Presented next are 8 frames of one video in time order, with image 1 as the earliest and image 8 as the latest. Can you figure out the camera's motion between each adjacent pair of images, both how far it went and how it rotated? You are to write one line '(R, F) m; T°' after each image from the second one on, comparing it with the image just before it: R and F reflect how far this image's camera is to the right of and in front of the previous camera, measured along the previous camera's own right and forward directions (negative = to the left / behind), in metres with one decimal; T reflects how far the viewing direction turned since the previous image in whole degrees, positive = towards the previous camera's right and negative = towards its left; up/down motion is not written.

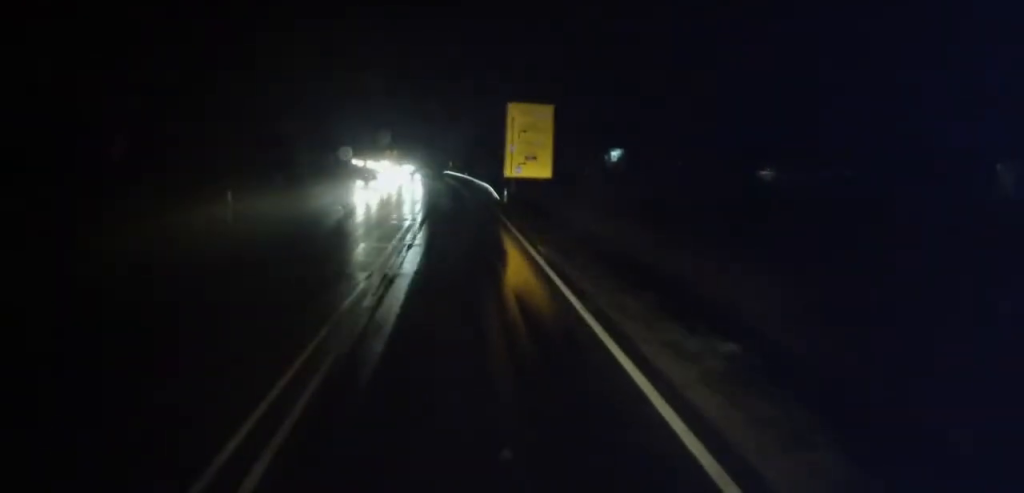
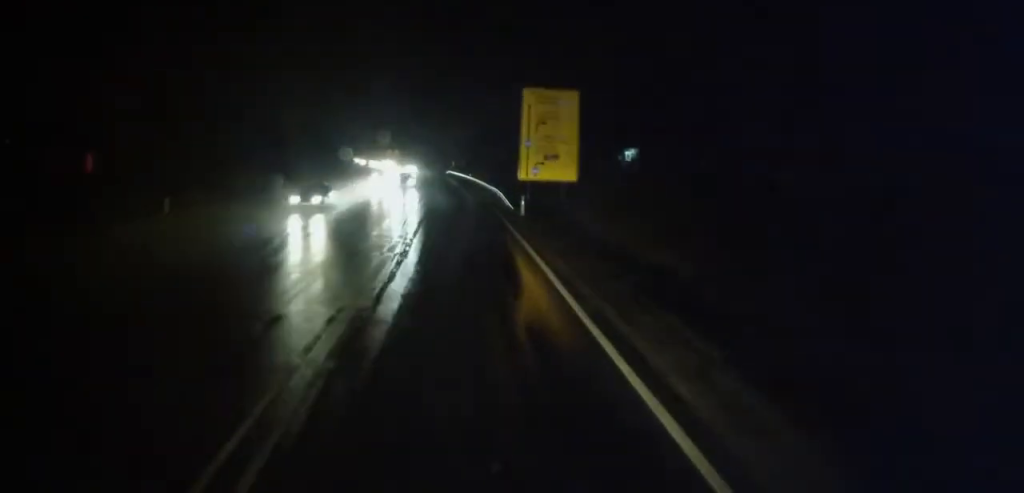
(0.0, +9.5) m; -1°
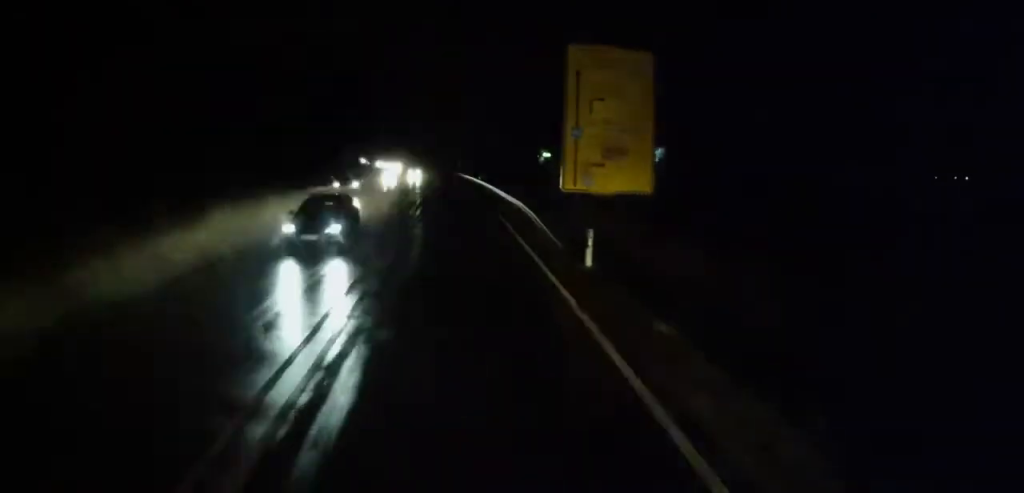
(-0.4, +14.6) m; -1°
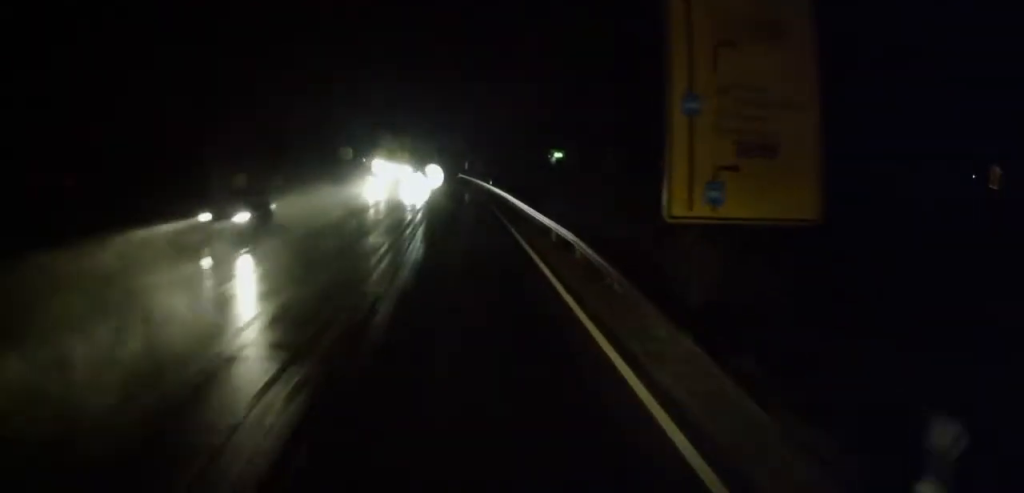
(+0.1, +11.7) m; +1°
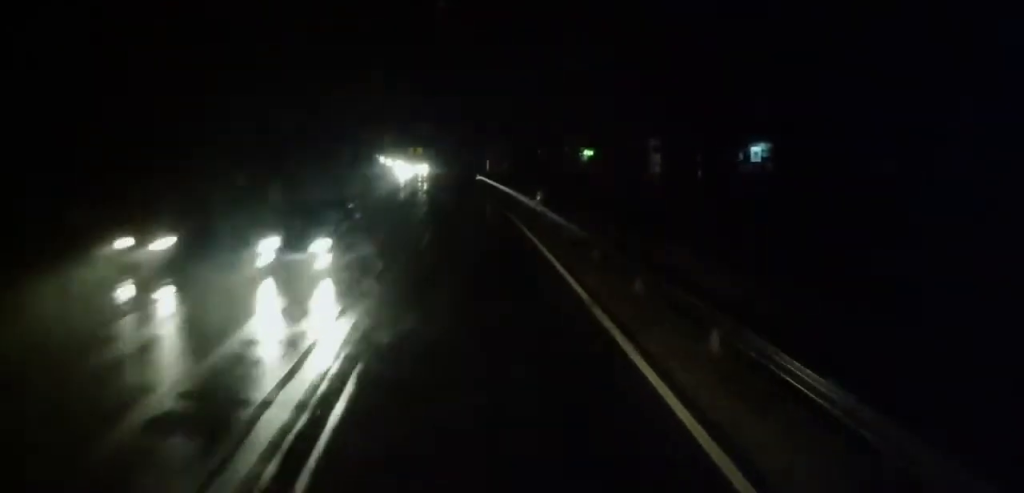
(+0.3, +24.5) m; -1°
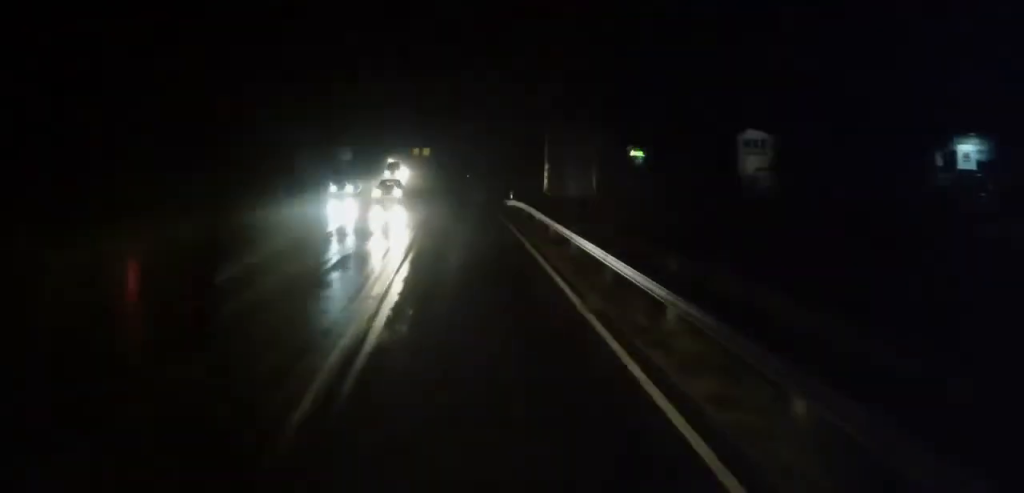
(-1.7, +42.5) m; -2°
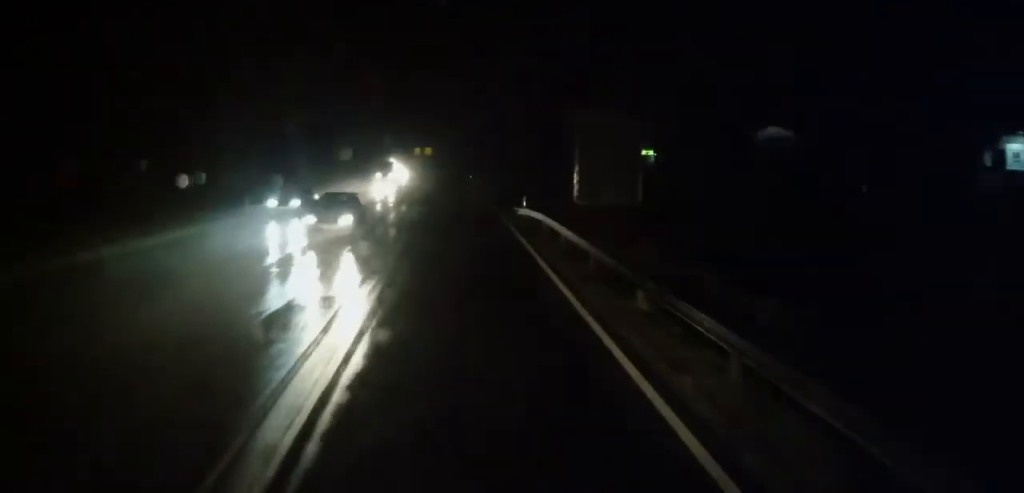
(0.0, +6.6) m; 0°
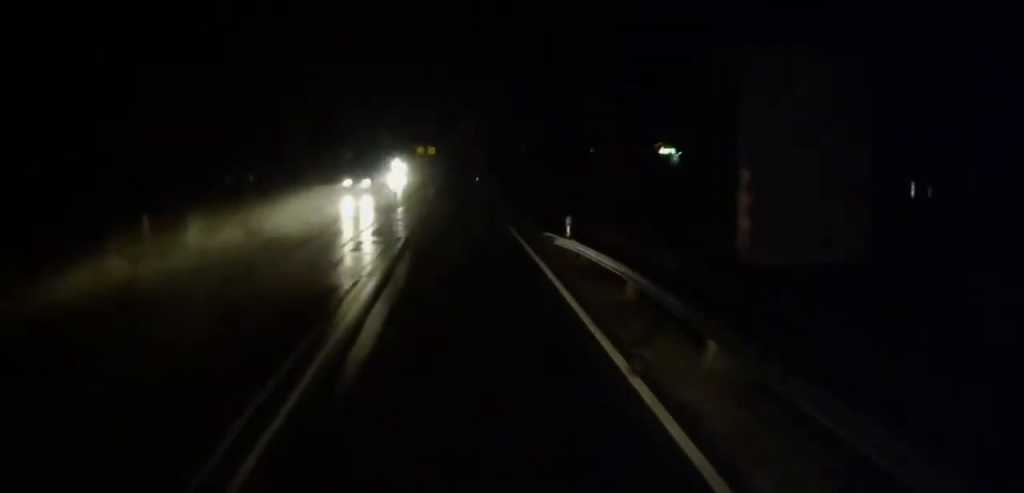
(-0.1, +11.5) m; -1°
